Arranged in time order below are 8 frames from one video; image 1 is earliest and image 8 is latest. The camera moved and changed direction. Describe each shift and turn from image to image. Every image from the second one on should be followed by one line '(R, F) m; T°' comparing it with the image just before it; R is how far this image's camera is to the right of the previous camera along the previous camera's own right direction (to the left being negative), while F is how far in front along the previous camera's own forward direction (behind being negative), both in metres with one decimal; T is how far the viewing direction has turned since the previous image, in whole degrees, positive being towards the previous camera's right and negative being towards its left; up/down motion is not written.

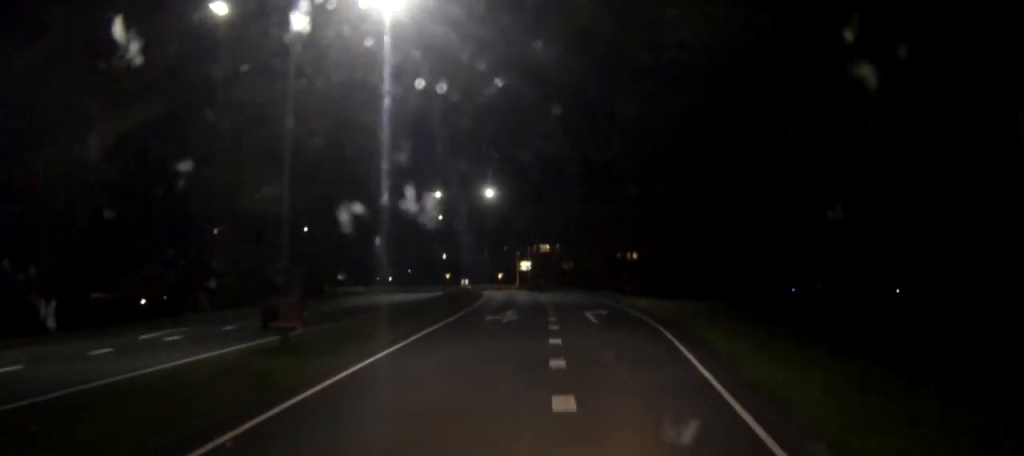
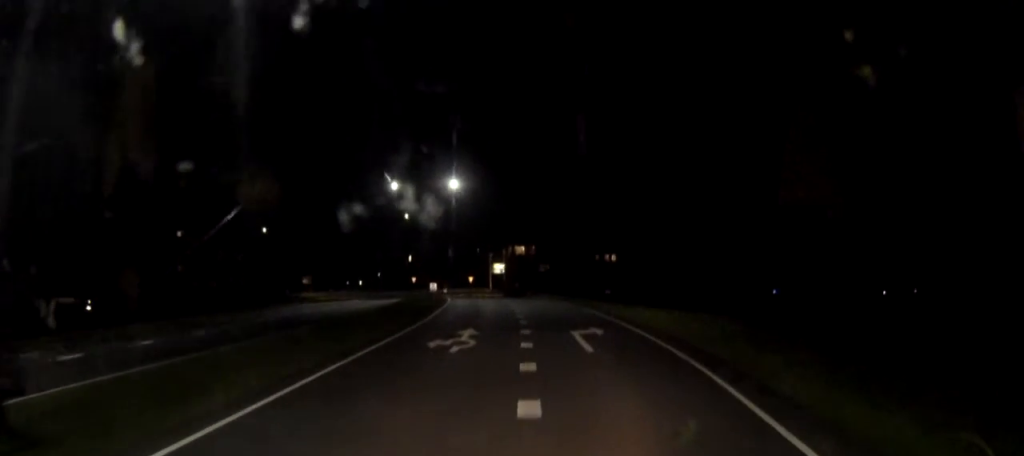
(+0.1, +8.5) m; 0°
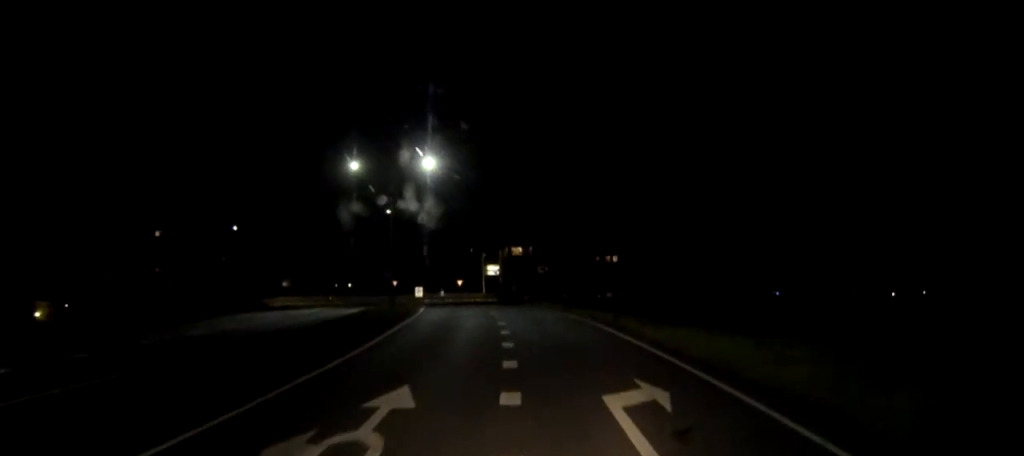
(0.0, +11.1) m; 0°
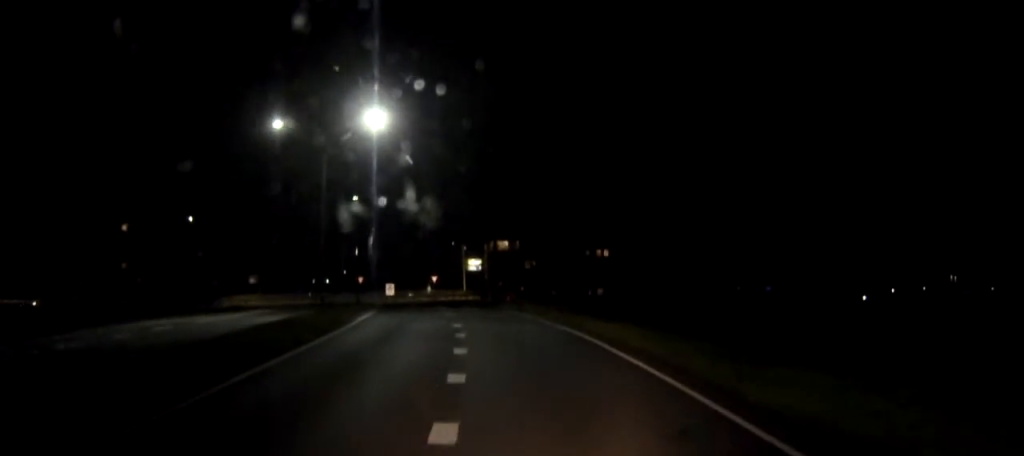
(0.0, +10.8) m; -1°
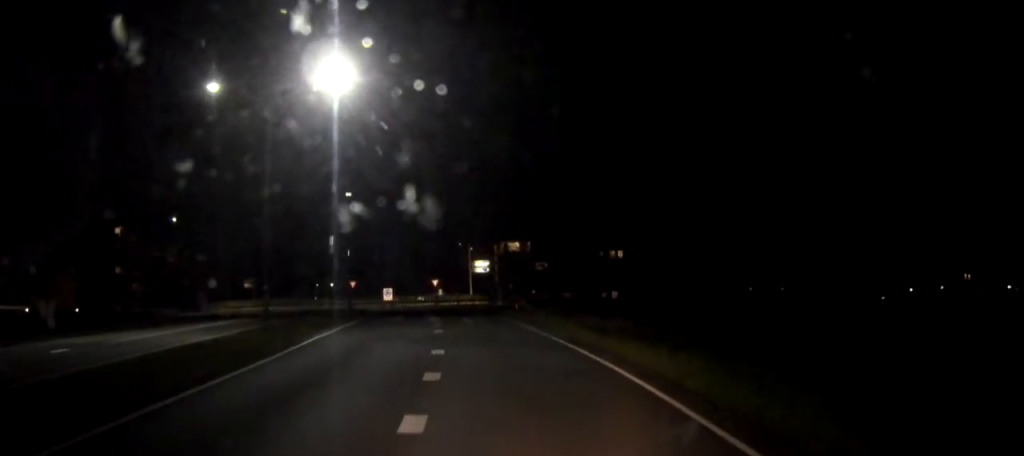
(-0.1, +7.5) m; -2°
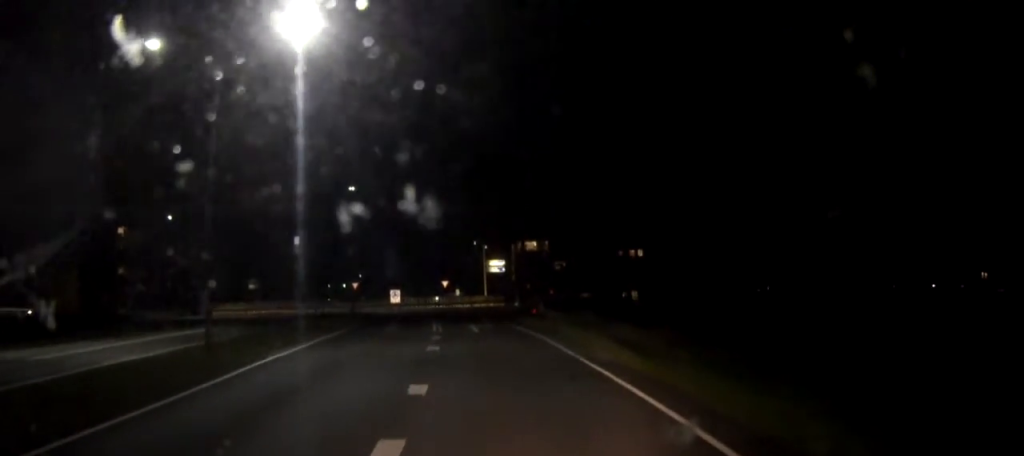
(-0.1, +5.4) m; -2°
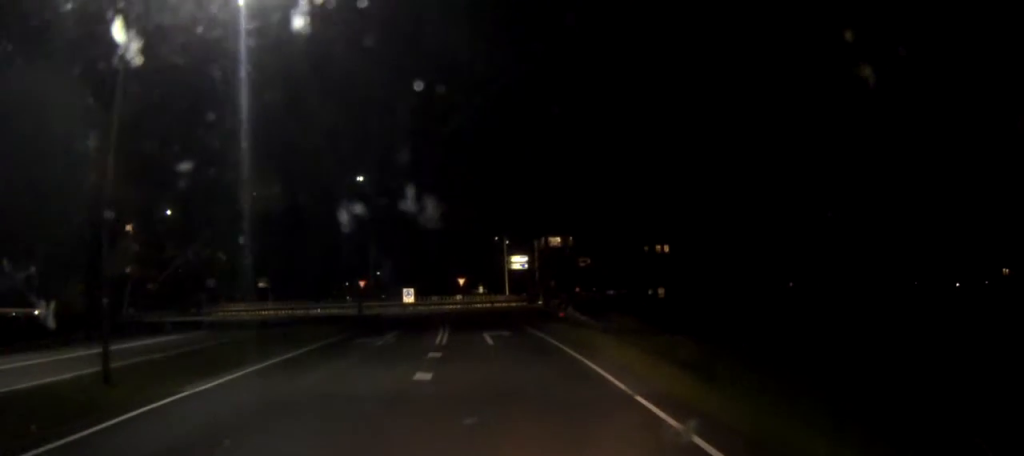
(-0.1, +5.5) m; -1°
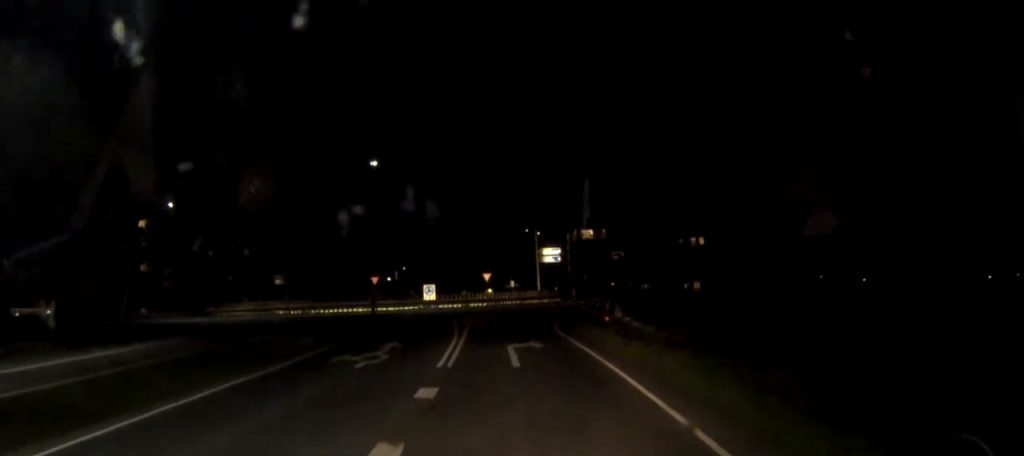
(-0.1, +6.2) m; -1°
